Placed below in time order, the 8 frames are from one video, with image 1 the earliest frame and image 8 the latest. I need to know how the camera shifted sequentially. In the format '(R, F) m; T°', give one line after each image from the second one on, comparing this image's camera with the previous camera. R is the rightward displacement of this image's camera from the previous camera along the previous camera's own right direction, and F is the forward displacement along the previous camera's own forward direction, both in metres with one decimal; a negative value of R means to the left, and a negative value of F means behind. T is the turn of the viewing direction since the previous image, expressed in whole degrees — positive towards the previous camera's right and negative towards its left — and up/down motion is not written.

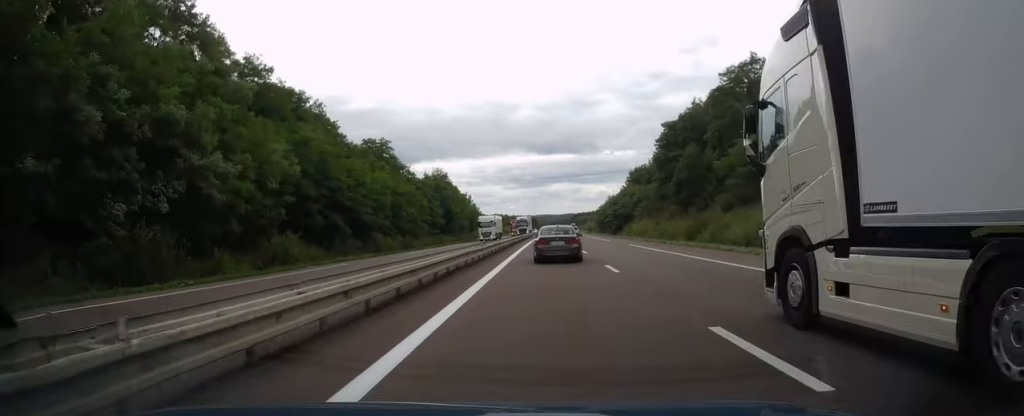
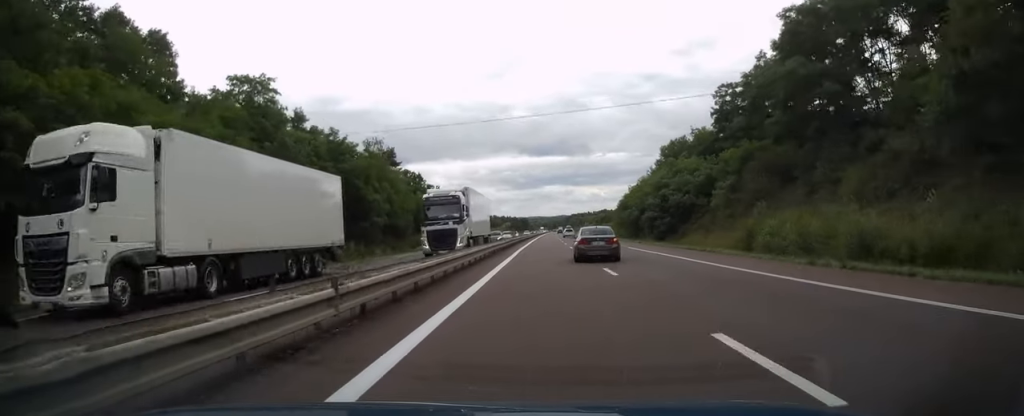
(+0.5, +51.7) m; +1°
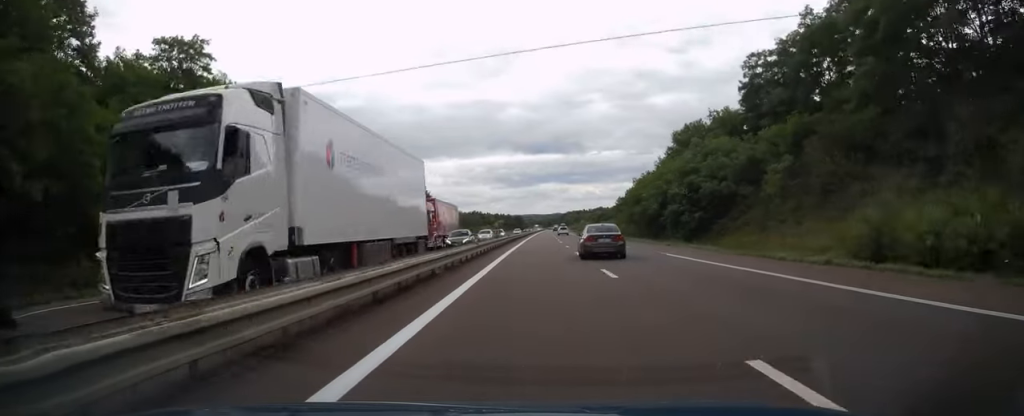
(+0.1, +14.6) m; 0°
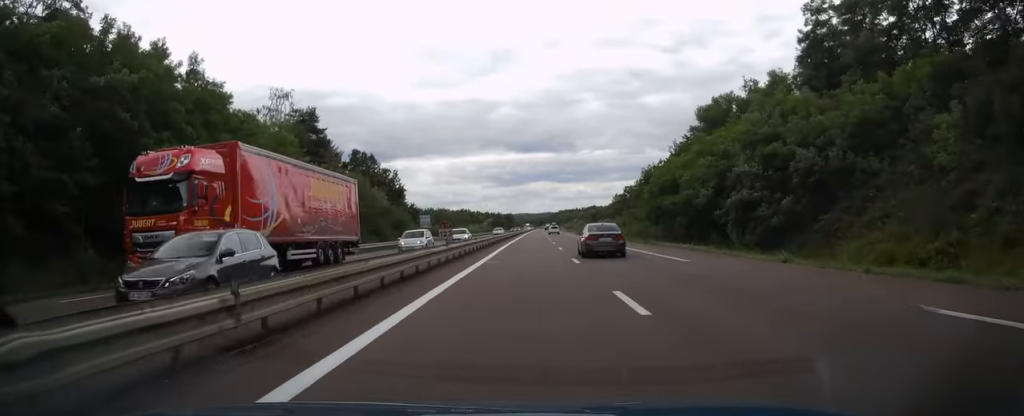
(+0.1, +19.7) m; +1°
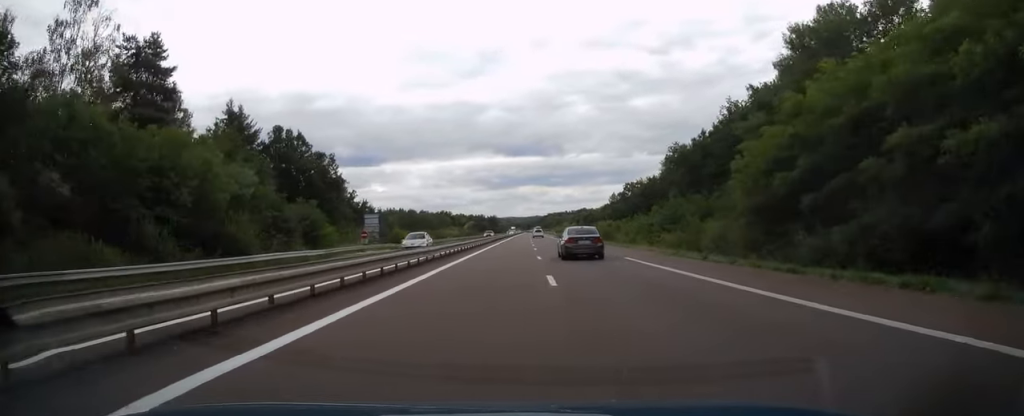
(+0.2, +33.7) m; +1°
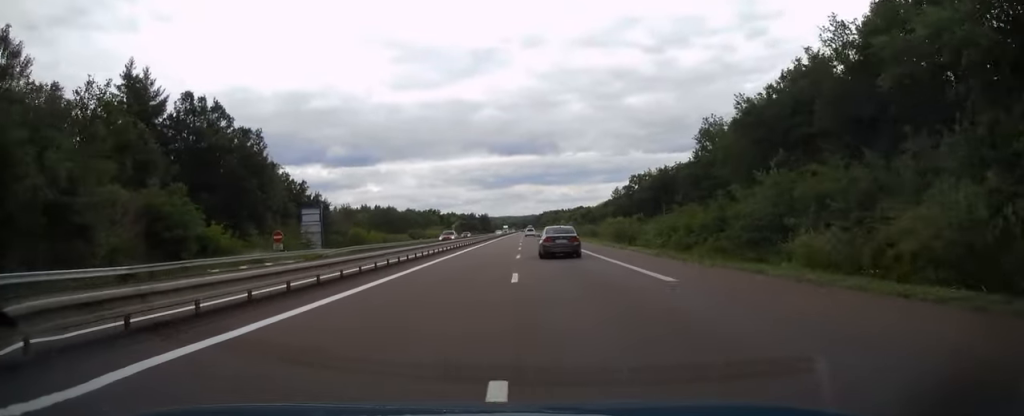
(+0.2, +25.1) m; +1°
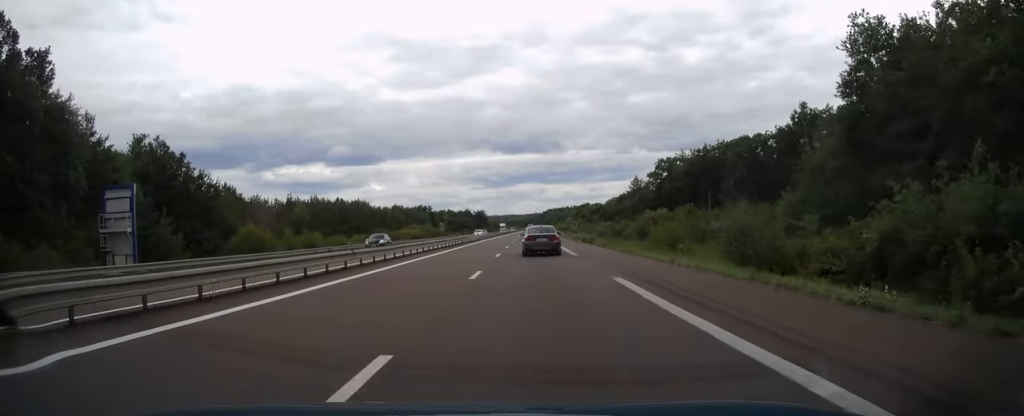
(+0.3, +38.2) m; +1°
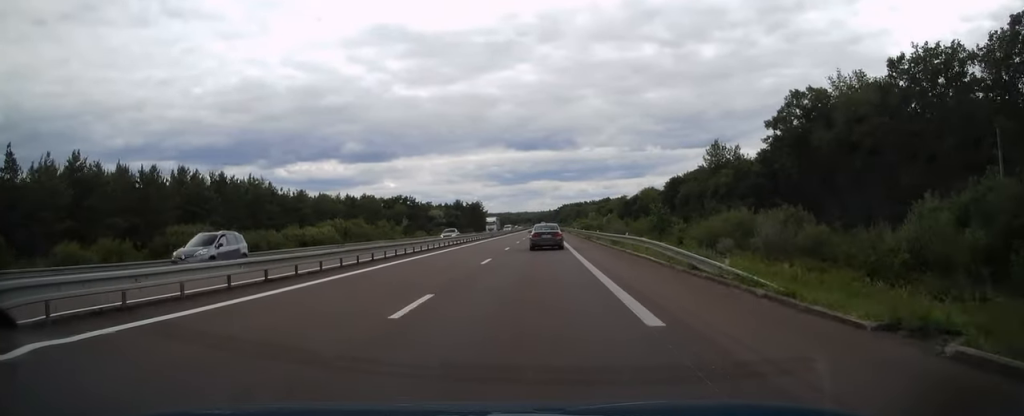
(-0.5, +72.7) m; -1°
